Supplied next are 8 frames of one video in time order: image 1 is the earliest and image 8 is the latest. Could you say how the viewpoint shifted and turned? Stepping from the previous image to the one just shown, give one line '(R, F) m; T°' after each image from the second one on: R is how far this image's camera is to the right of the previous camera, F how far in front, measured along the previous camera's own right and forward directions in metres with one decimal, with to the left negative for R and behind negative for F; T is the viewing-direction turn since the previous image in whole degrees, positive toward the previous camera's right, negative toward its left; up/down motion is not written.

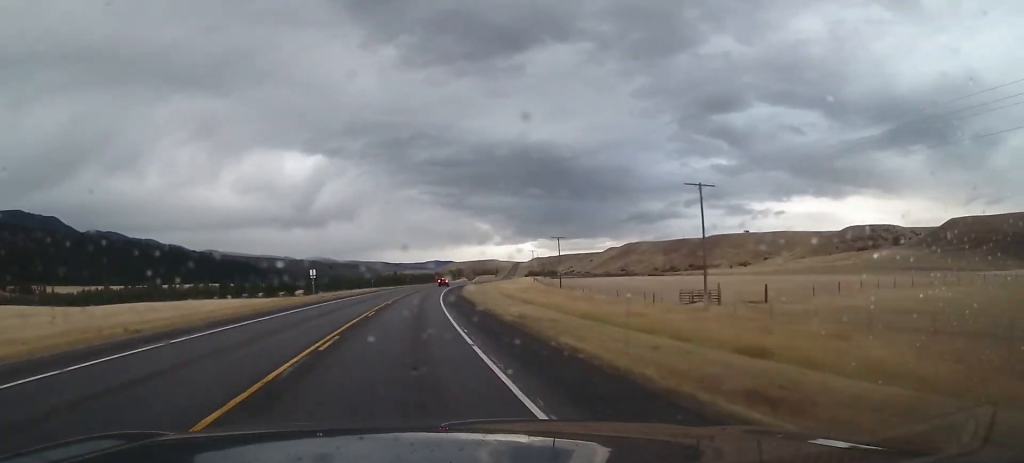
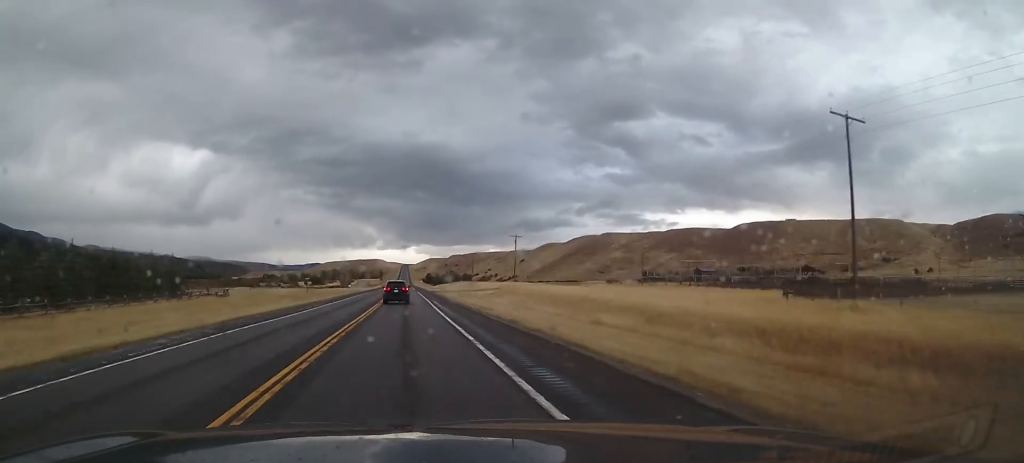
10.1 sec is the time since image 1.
(+28.0, +212.2) m; +8°
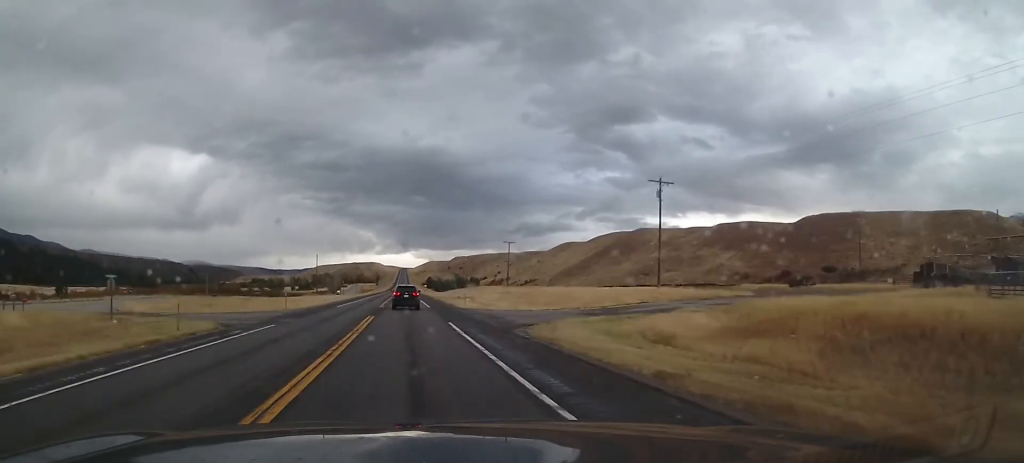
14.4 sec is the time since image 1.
(+0.5, +72.2) m; 0°
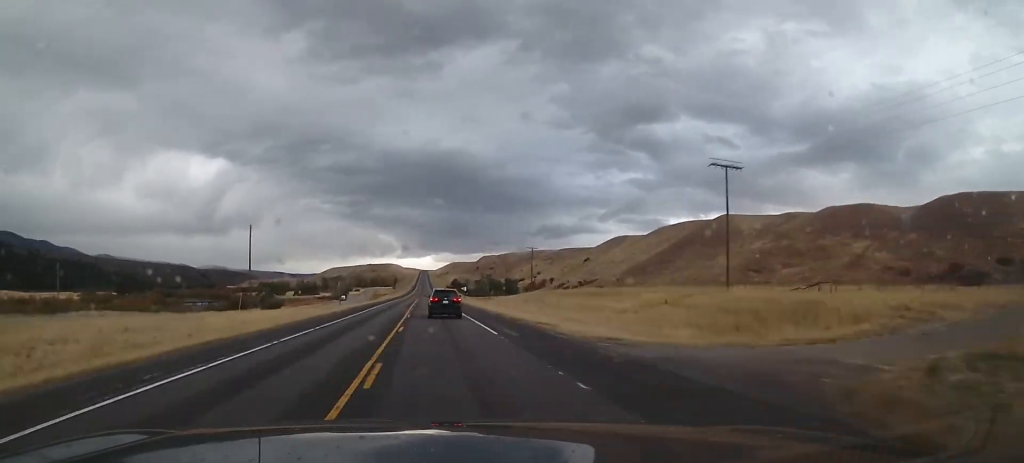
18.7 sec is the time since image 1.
(-0.4, +116.1) m; 0°
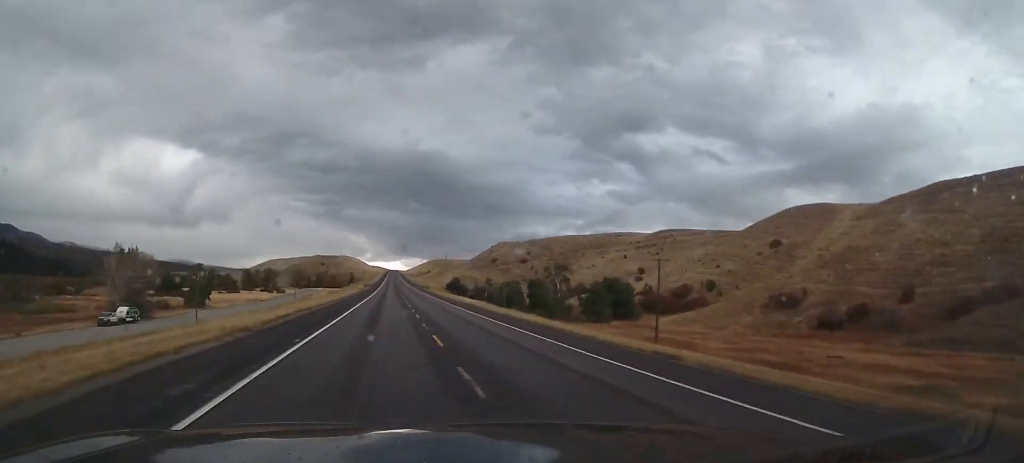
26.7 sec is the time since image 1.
(+2.0, +261.0) m; +1°
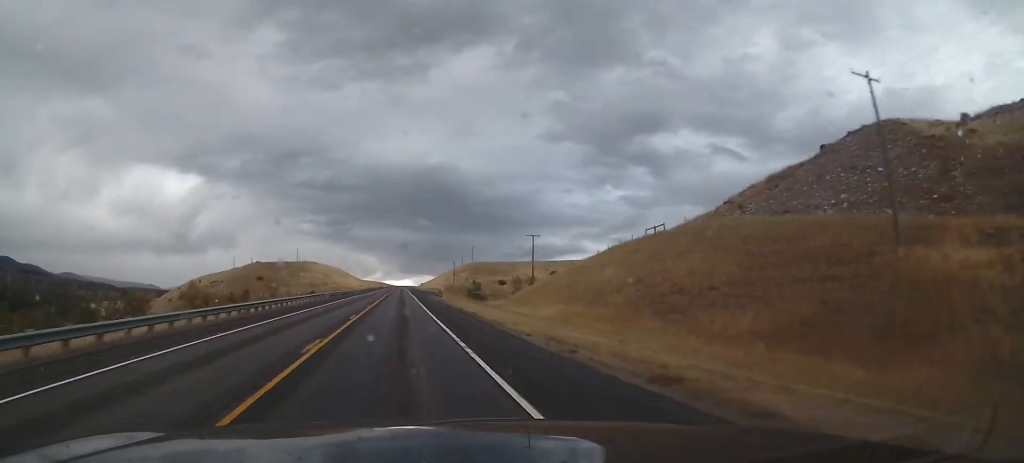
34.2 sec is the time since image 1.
(+1.7, +284.2) m; 0°
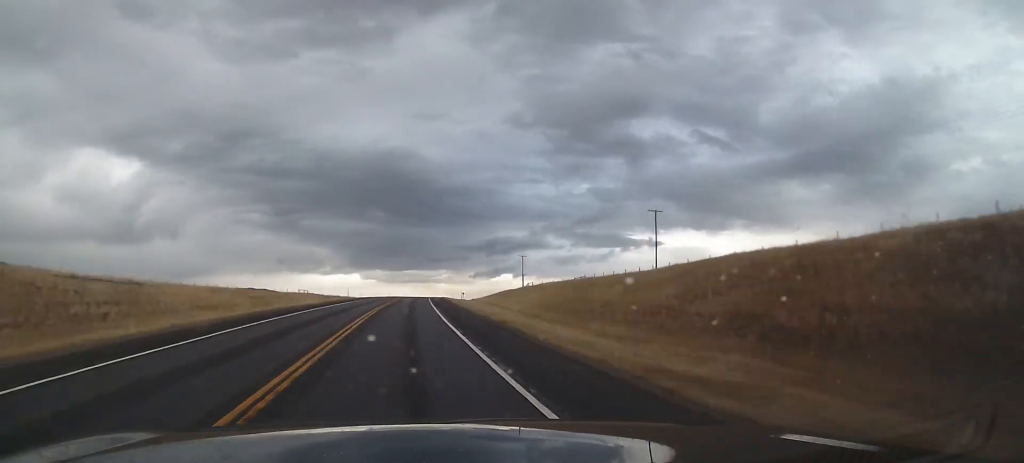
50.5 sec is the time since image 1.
(+30.2, +585.6) m; +10°
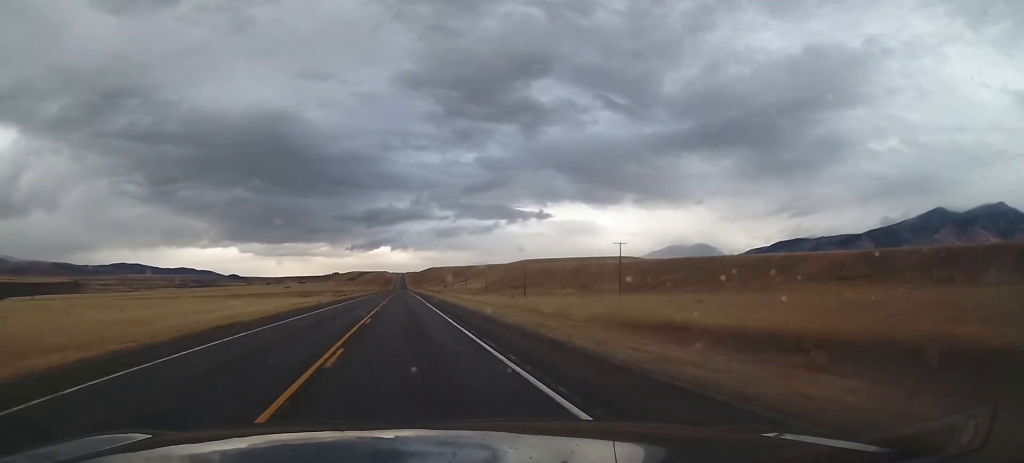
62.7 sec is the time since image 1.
(+61.9, +656.1) m; +7°
